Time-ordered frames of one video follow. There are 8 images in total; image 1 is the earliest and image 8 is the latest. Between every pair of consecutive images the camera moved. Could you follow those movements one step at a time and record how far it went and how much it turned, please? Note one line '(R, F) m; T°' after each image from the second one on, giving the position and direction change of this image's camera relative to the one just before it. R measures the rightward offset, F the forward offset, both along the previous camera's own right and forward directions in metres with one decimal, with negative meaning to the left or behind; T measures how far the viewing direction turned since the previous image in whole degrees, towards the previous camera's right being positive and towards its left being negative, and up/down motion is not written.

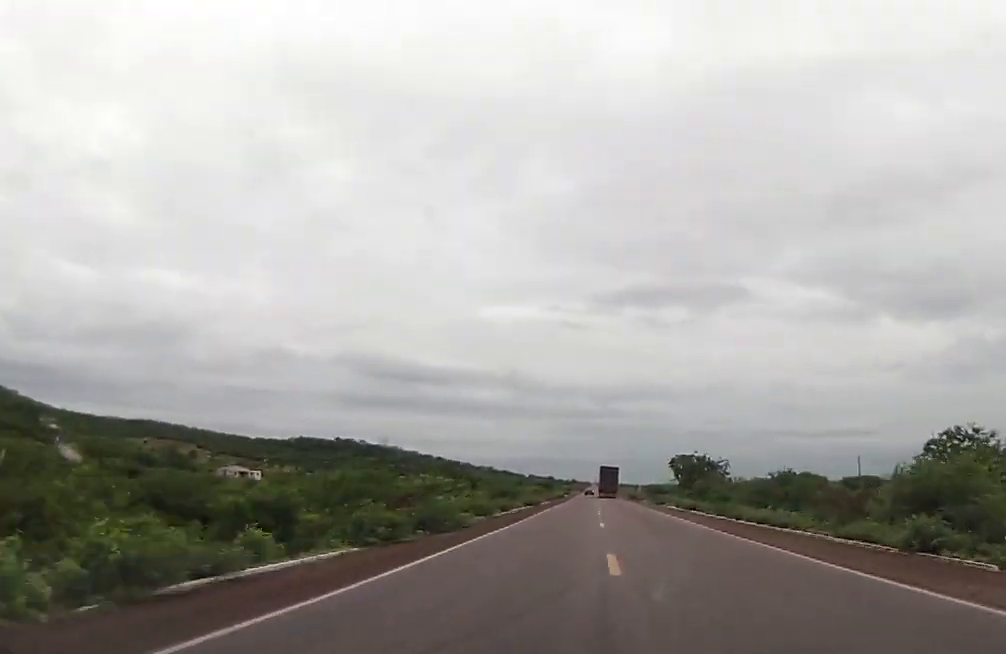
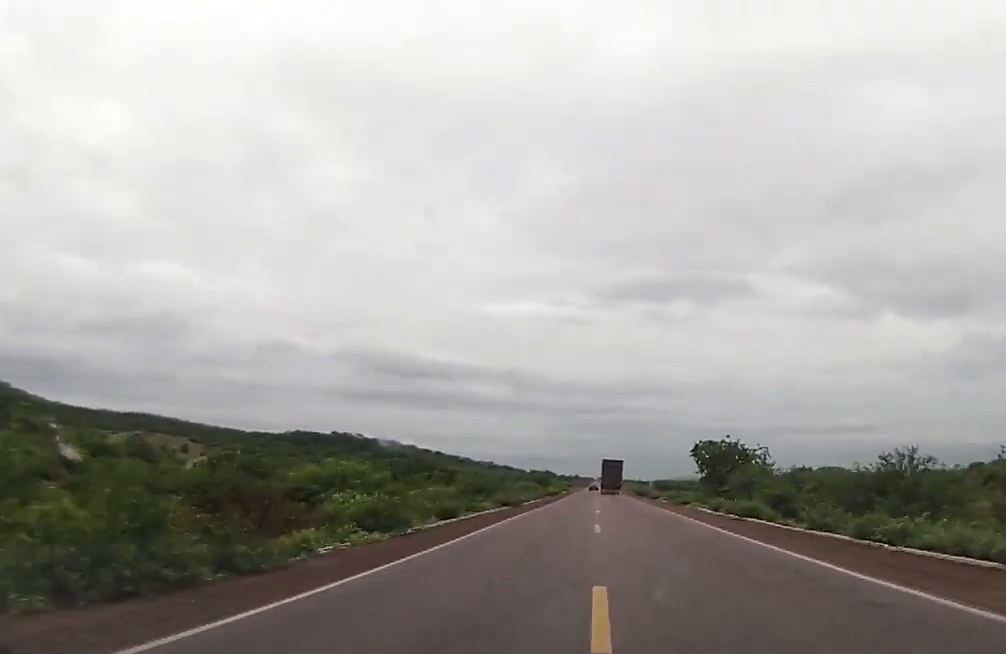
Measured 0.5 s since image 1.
(0.0, +21.8) m; 0°
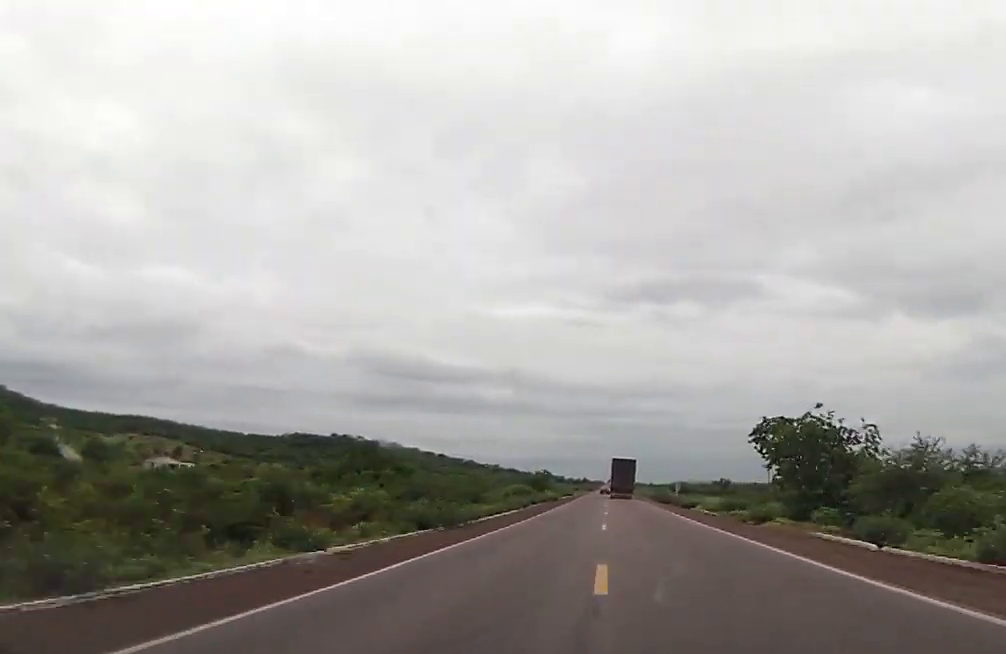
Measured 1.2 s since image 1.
(+0.1, +28.6) m; 0°
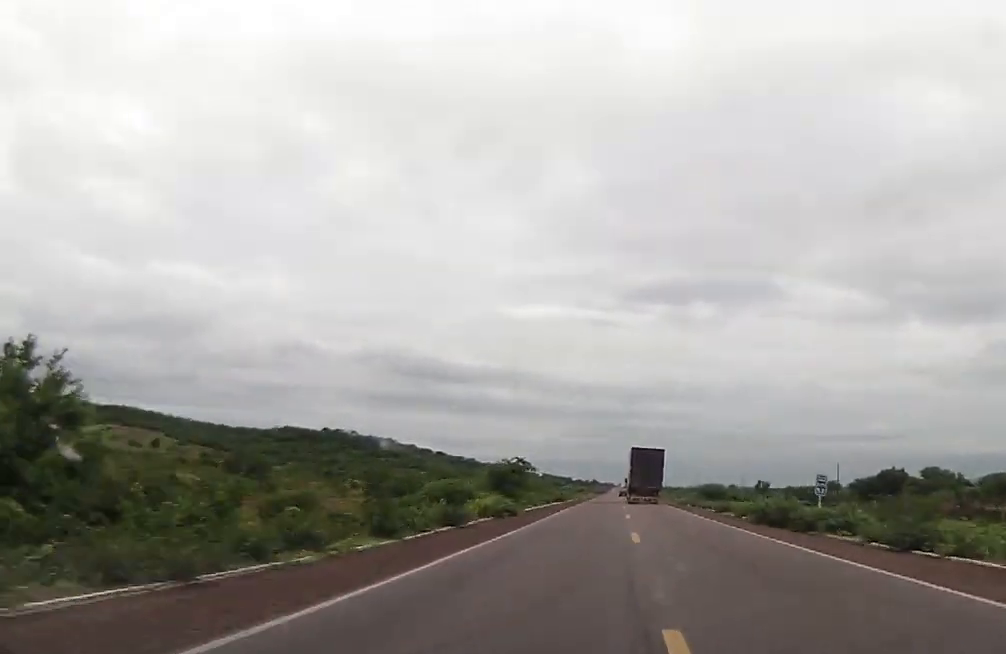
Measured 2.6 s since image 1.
(0.0, +54.6) m; -1°
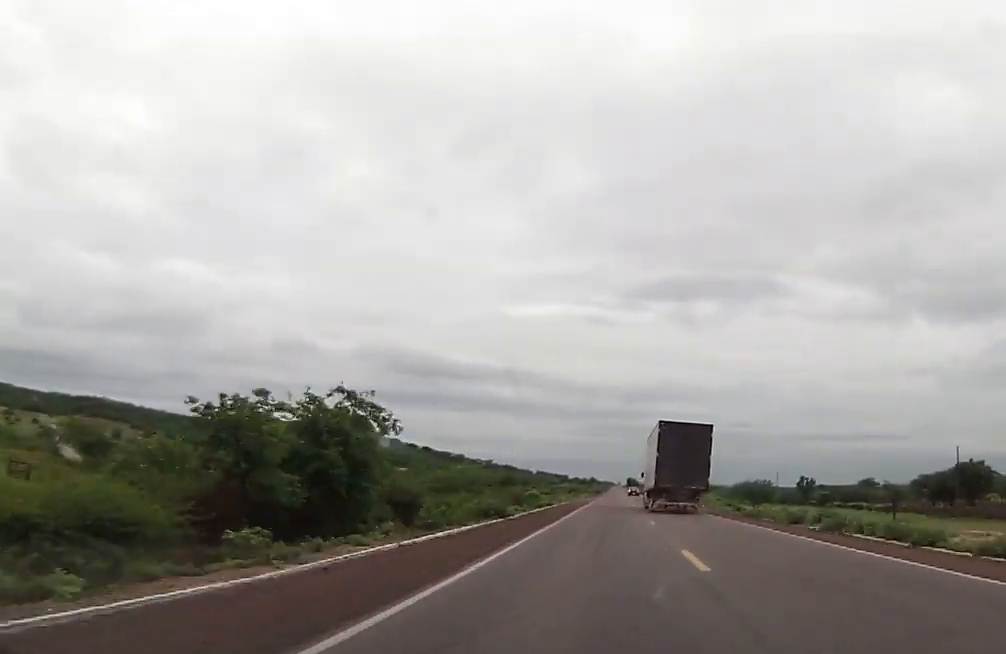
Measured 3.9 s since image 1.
(-0.8, +54.9) m; -1°
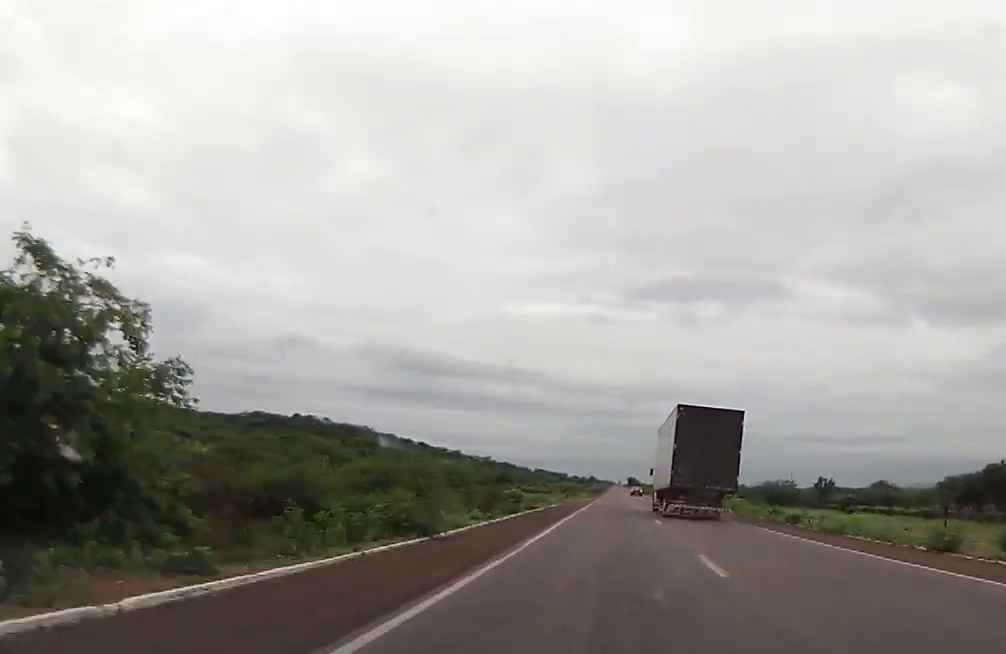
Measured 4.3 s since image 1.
(0.0, +16.5) m; 0°
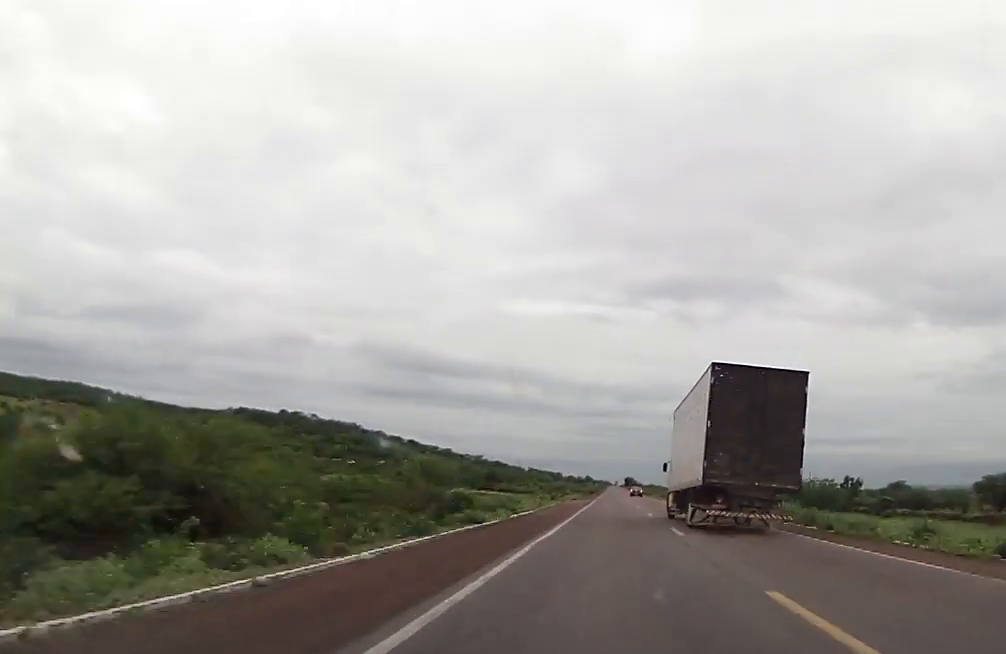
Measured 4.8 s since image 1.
(0.0, +22.0) m; 0°
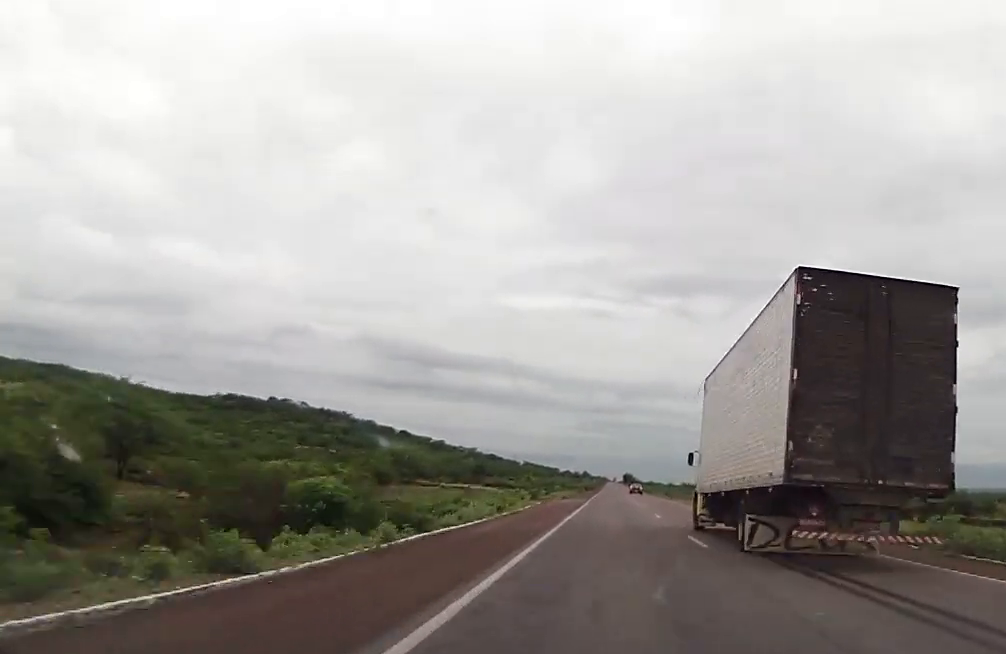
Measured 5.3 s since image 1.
(0.0, +20.7) m; 0°
